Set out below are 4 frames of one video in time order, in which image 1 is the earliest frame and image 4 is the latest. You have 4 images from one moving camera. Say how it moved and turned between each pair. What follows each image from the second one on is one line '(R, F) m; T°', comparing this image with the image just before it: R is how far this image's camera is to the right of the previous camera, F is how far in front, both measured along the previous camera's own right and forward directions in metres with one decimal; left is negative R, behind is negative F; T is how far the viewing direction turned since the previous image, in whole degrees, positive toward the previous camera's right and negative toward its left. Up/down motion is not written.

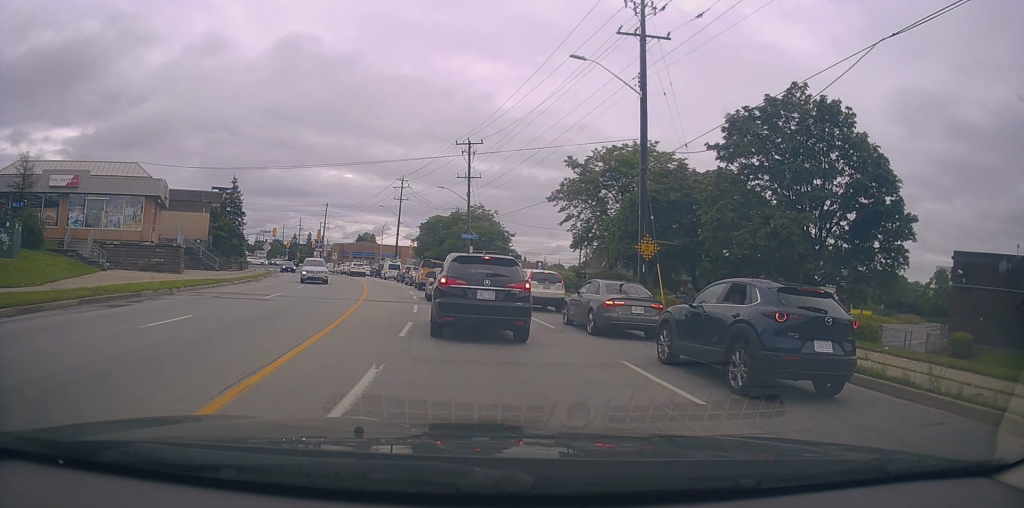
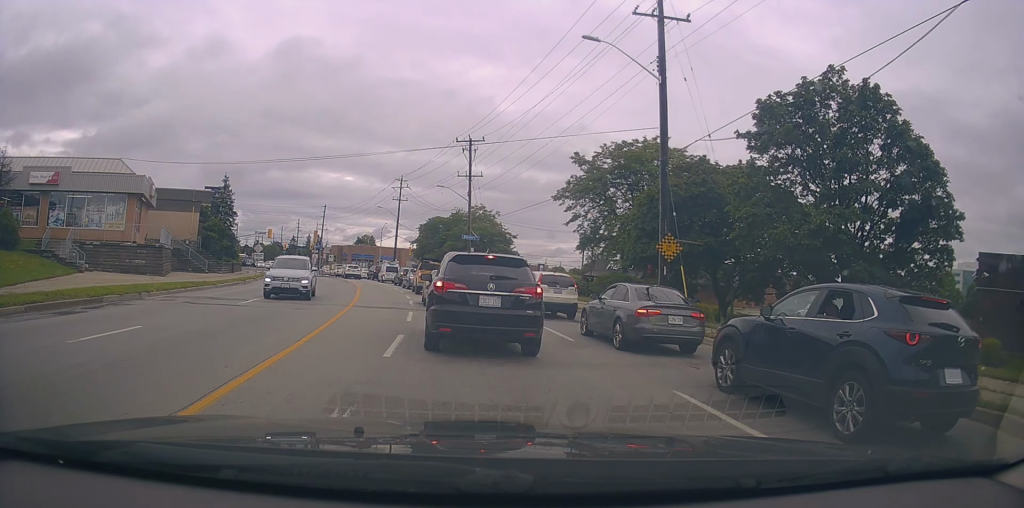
(-0.1, +2.6) m; 0°
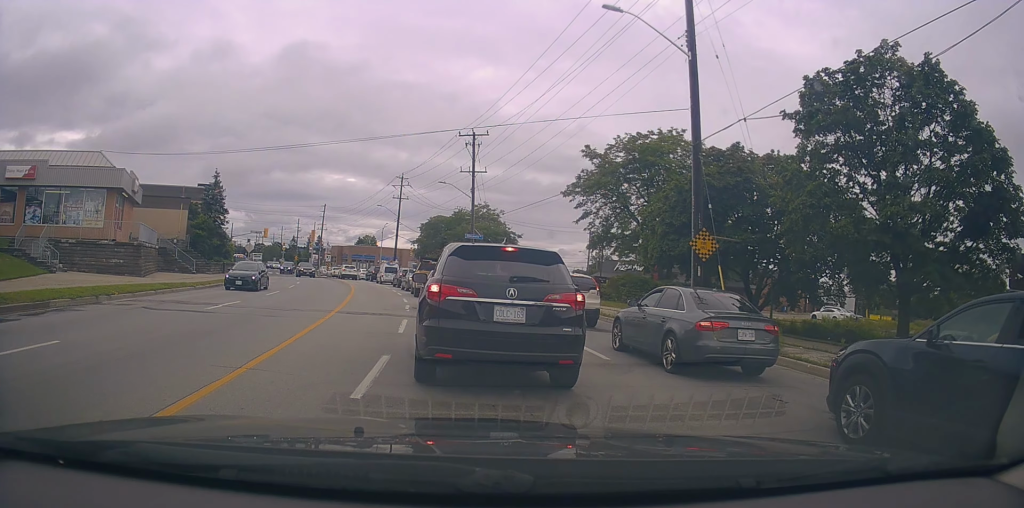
(0.0, +3.4) m; +1°
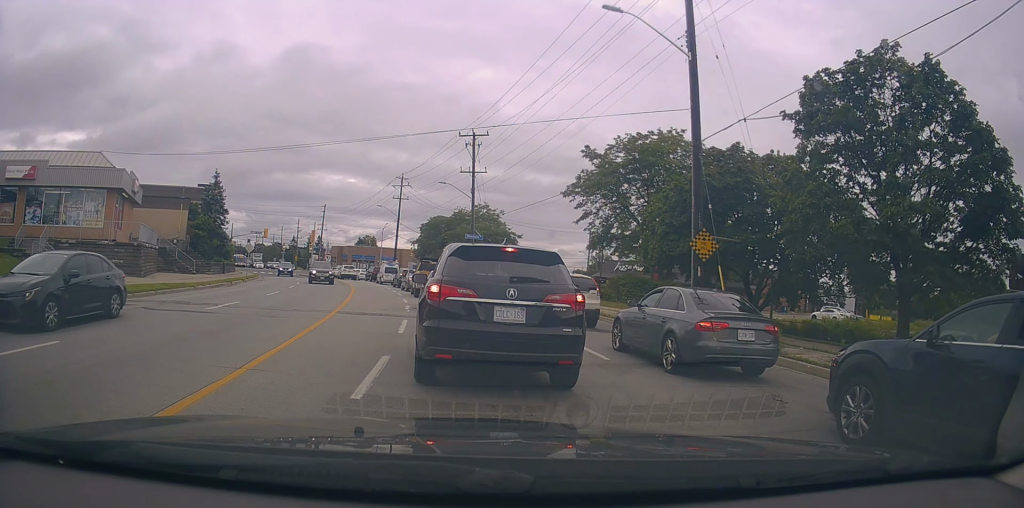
(0.0, +0.2) m; 0°
